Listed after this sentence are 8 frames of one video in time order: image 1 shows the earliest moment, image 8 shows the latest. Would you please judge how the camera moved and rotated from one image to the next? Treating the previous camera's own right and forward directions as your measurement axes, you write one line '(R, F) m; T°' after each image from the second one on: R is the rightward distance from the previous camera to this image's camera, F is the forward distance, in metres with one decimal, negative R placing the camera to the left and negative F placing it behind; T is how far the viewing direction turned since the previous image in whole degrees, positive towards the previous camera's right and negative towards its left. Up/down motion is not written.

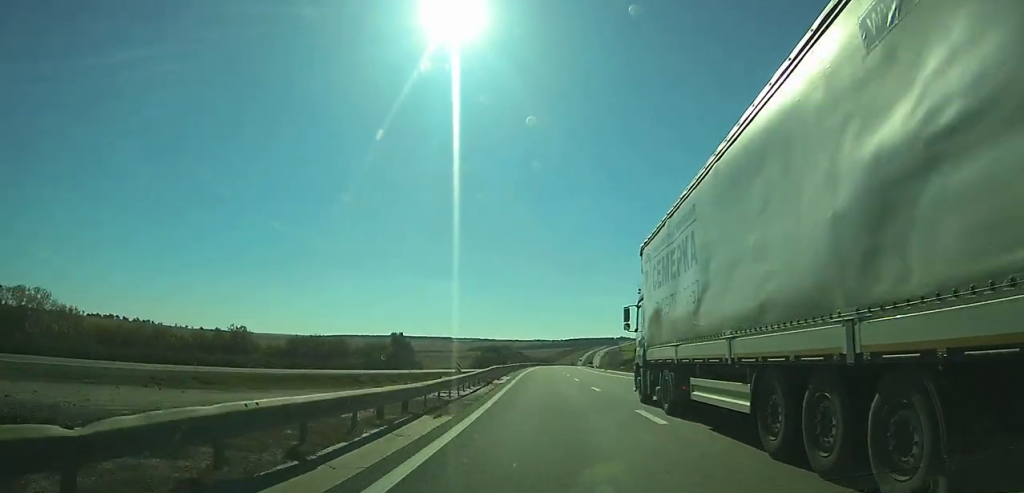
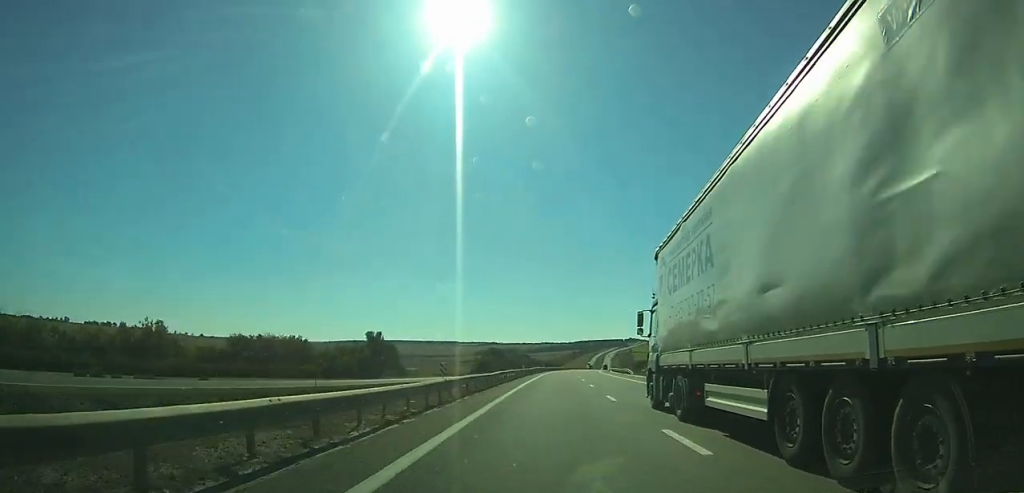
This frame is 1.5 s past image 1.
(-0.7, +39.3) m; -1°
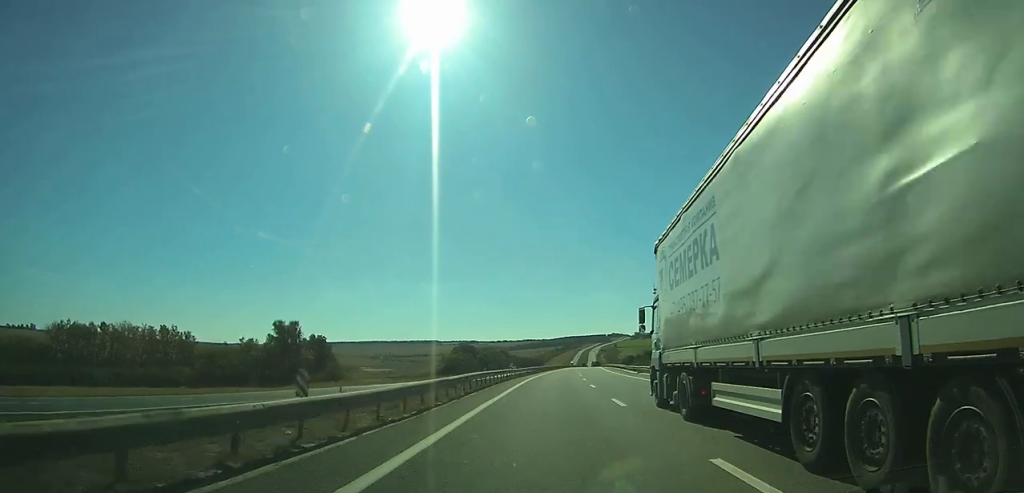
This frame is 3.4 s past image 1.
(-0.3, +51.8) m; 0°
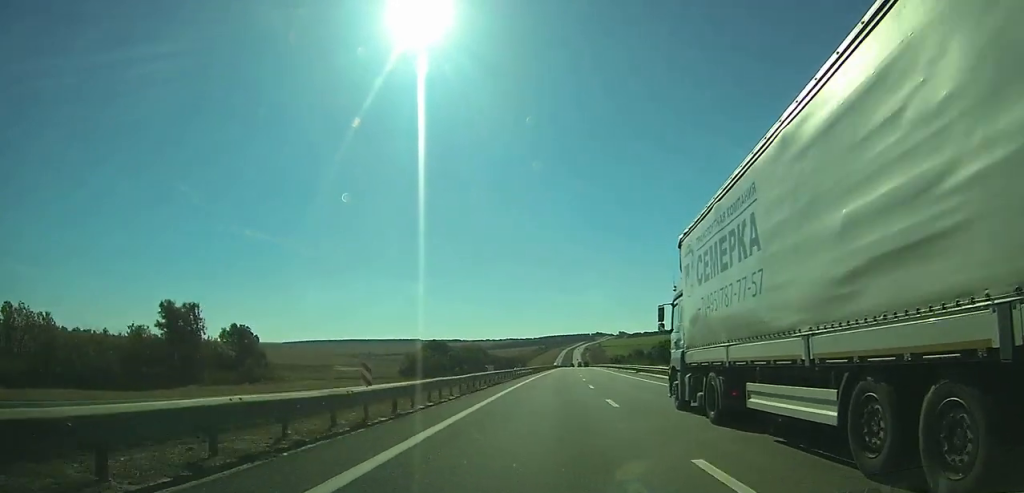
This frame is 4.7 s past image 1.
(+0.1, +35.8) m; +1°
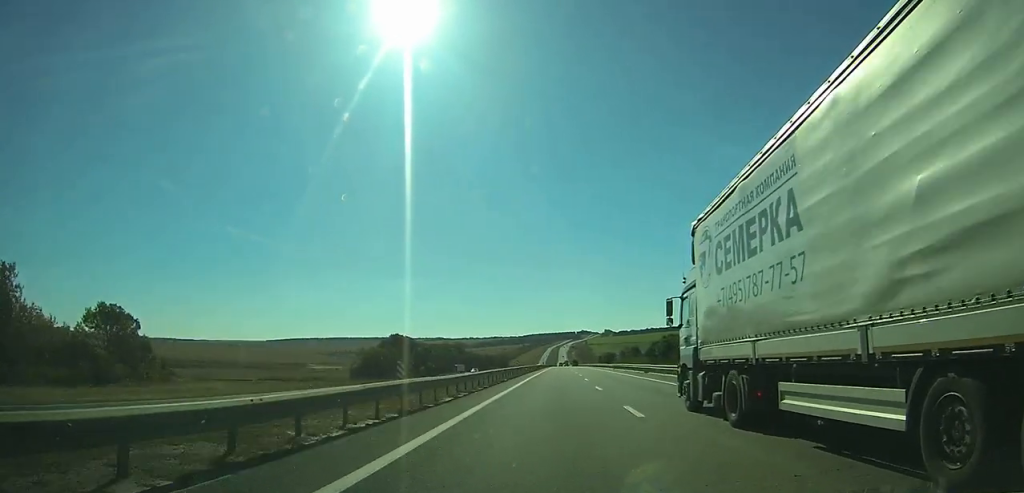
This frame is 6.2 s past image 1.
(+0.5, +39.6) m; +1°
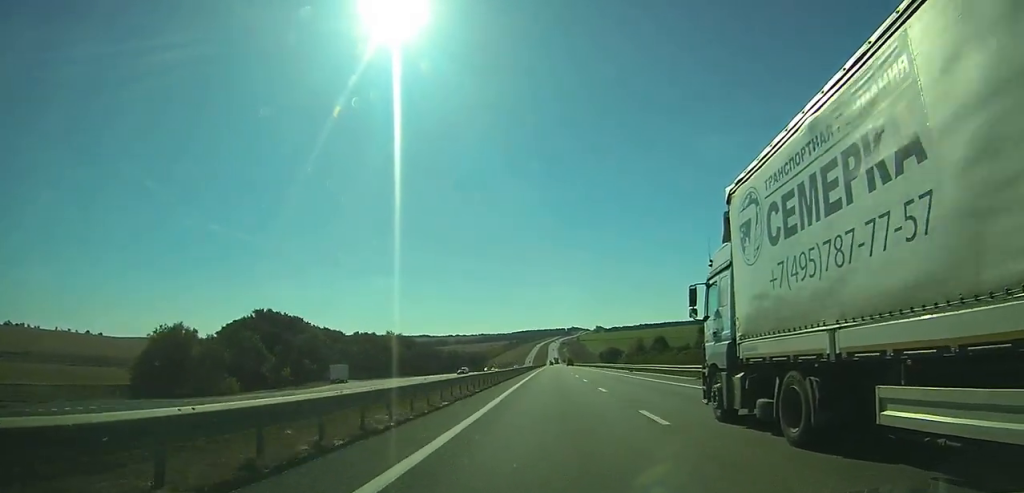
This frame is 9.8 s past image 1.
(+2.2, +97.4) m; +2°
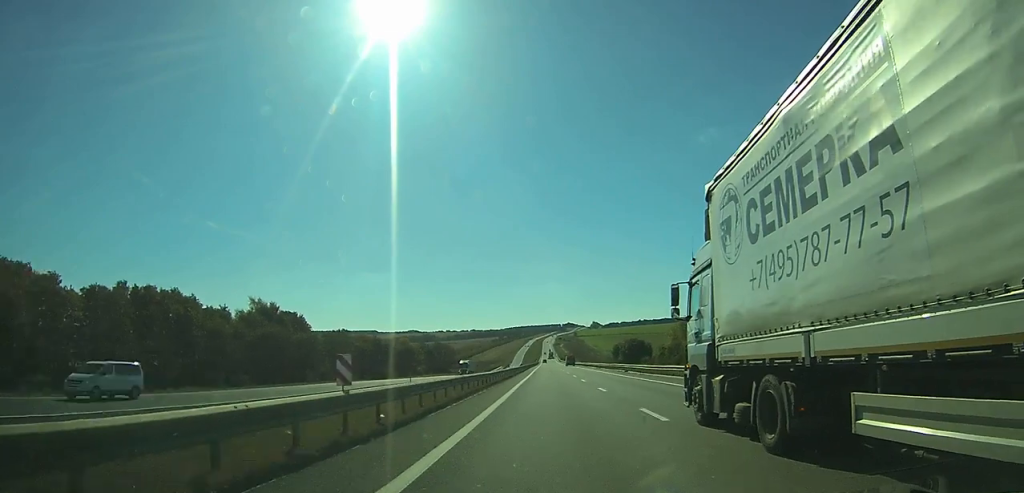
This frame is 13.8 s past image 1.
(+0.3, +108.0) m; 0°
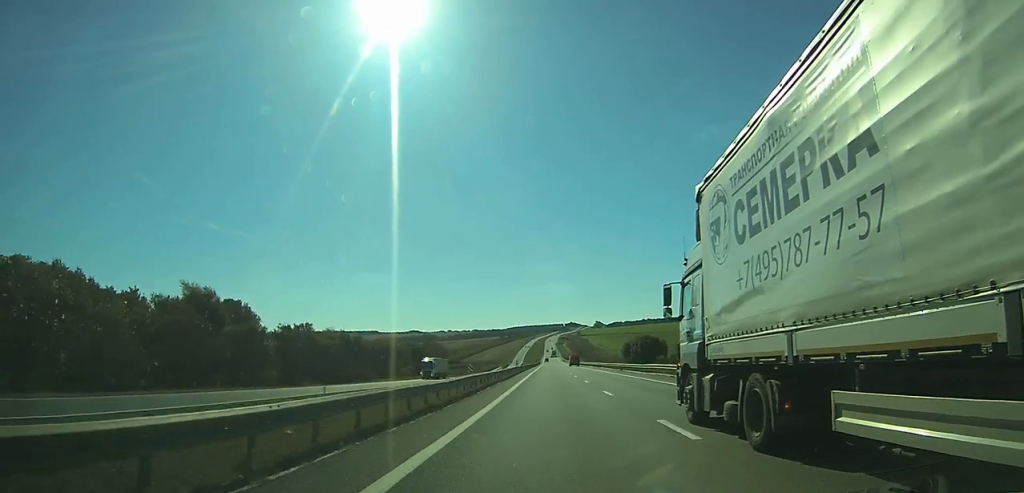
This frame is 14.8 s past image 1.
(0.0, +27.0) m; 0°
